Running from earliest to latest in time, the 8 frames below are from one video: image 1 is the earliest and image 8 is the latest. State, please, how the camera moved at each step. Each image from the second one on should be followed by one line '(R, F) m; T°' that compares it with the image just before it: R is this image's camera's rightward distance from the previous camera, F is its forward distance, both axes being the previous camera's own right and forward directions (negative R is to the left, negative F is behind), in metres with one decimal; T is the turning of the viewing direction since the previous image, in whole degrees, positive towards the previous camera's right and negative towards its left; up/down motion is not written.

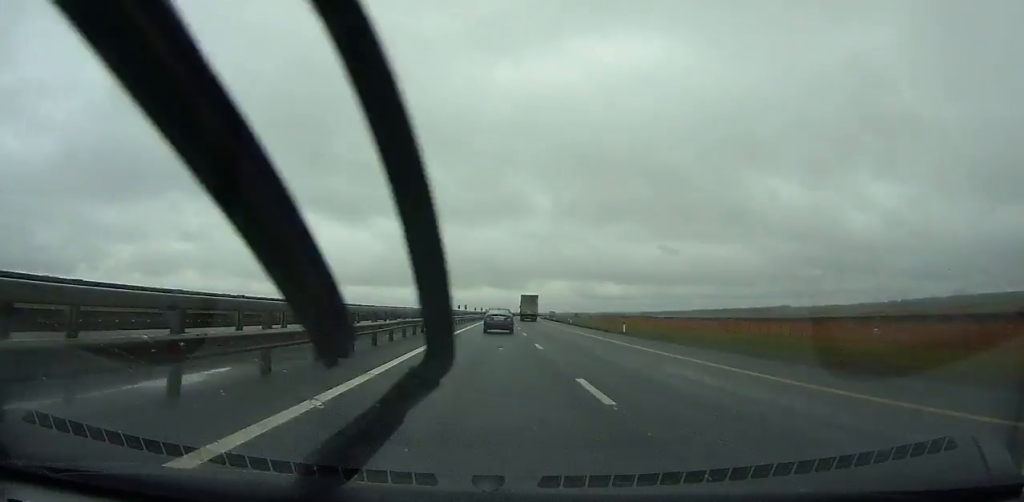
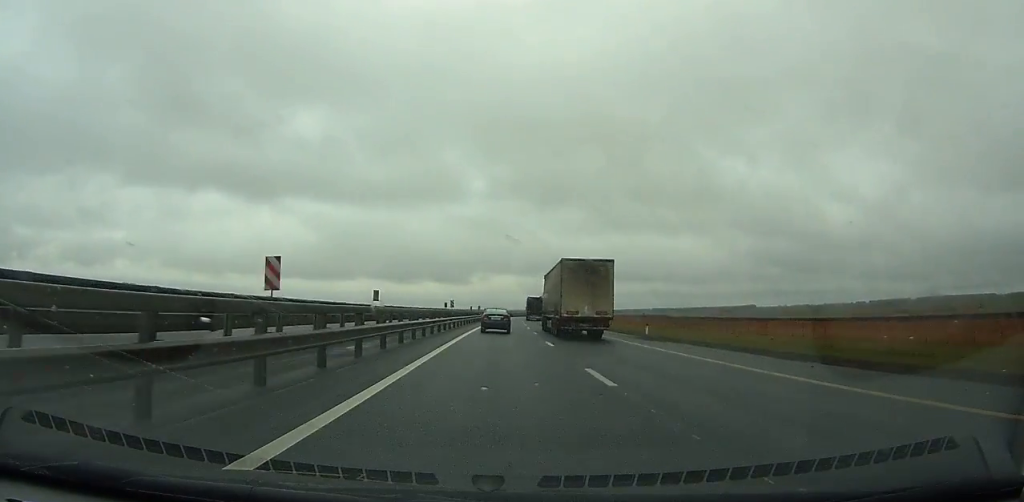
(+8.5, +193.3) m; +5°
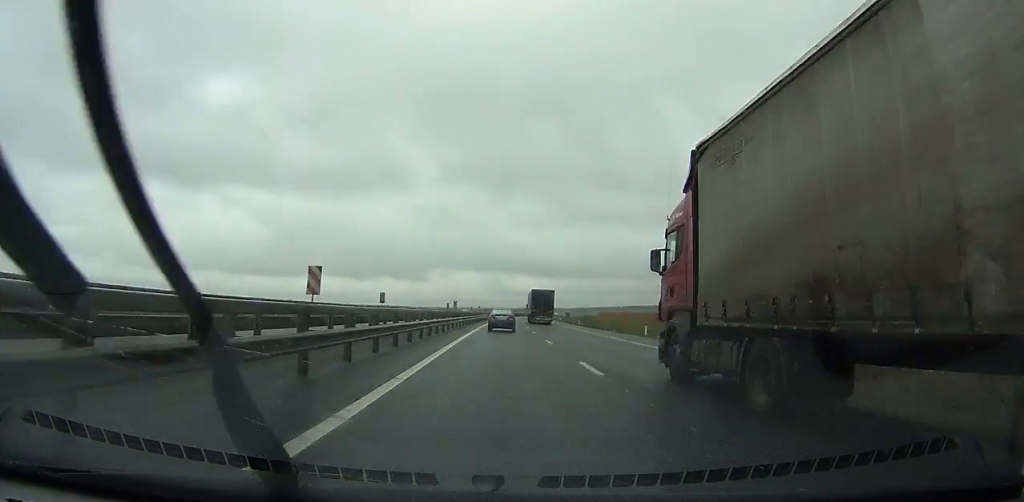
(+3.7, +124.6) m; +3°
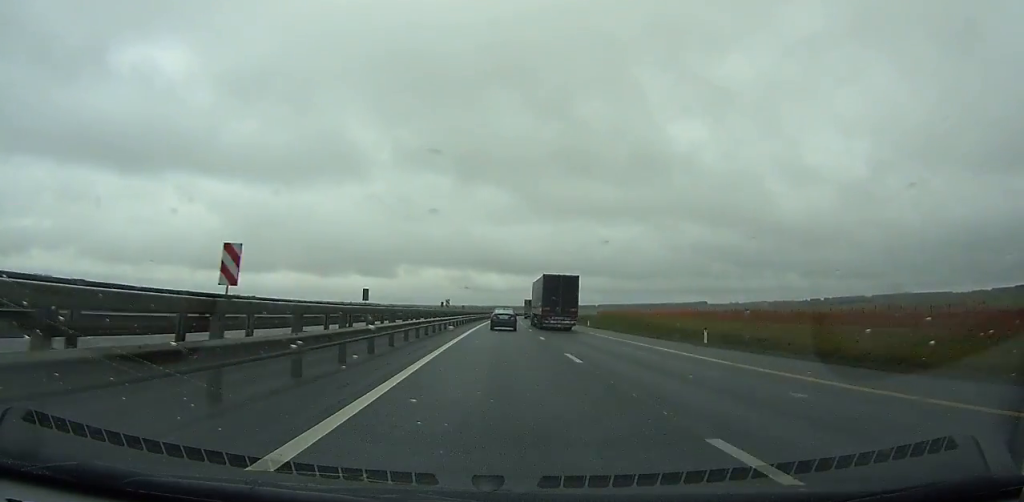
(+2.1, +99.8) m; +3°
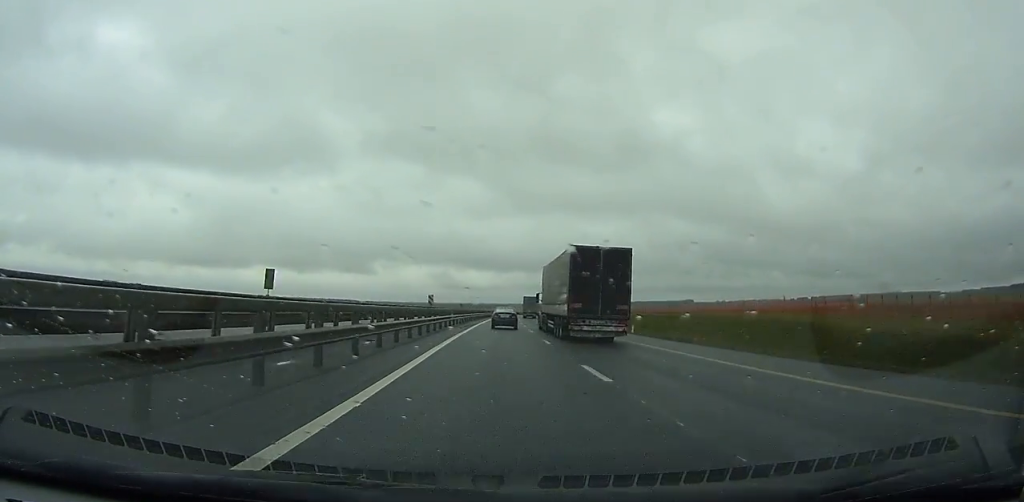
(+0.7, +67.4) m; +2°
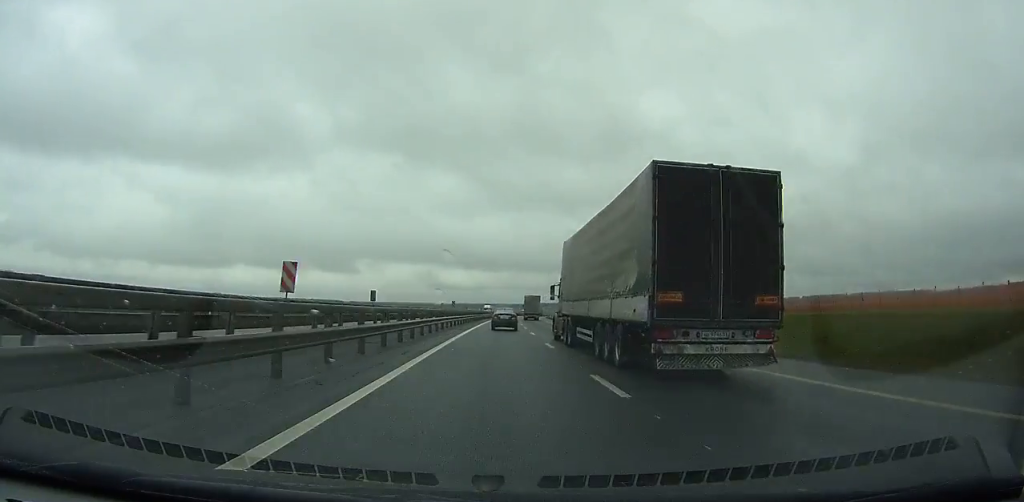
(+1.2, +48.2) m; +1°
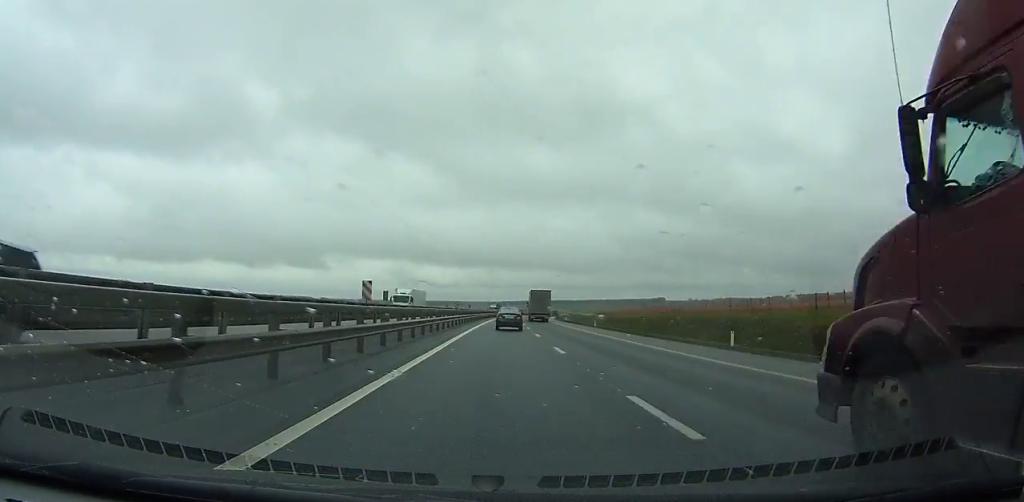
(+1.9, +85.3) m; +2°
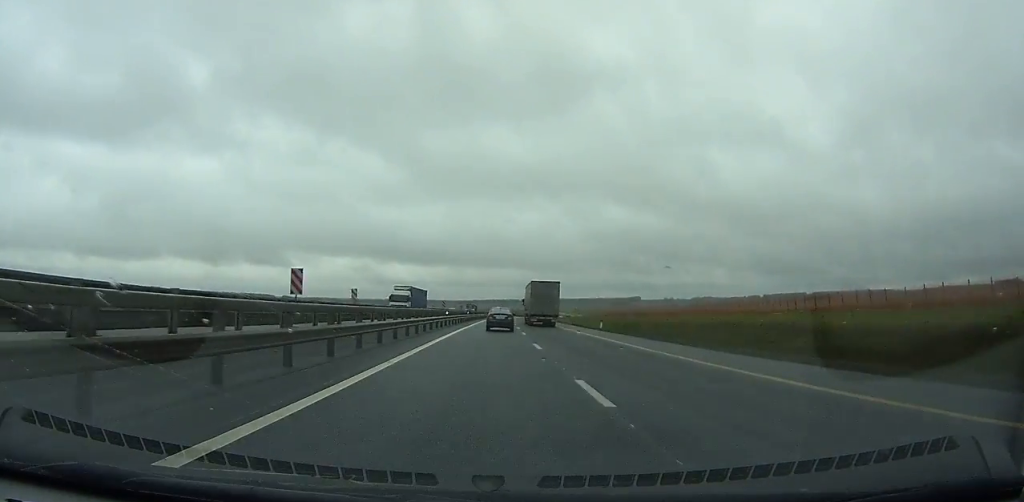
(+2.1, +91.0) m; +3°
